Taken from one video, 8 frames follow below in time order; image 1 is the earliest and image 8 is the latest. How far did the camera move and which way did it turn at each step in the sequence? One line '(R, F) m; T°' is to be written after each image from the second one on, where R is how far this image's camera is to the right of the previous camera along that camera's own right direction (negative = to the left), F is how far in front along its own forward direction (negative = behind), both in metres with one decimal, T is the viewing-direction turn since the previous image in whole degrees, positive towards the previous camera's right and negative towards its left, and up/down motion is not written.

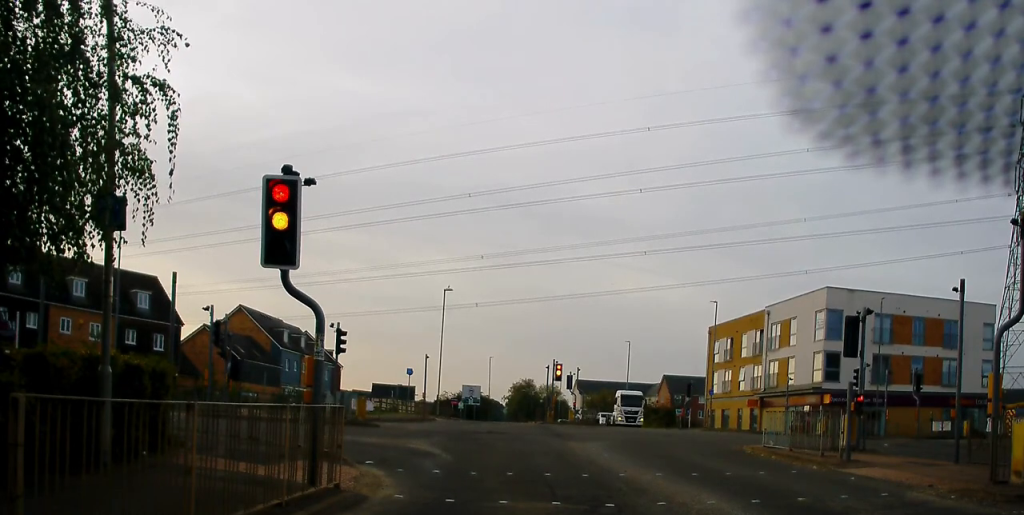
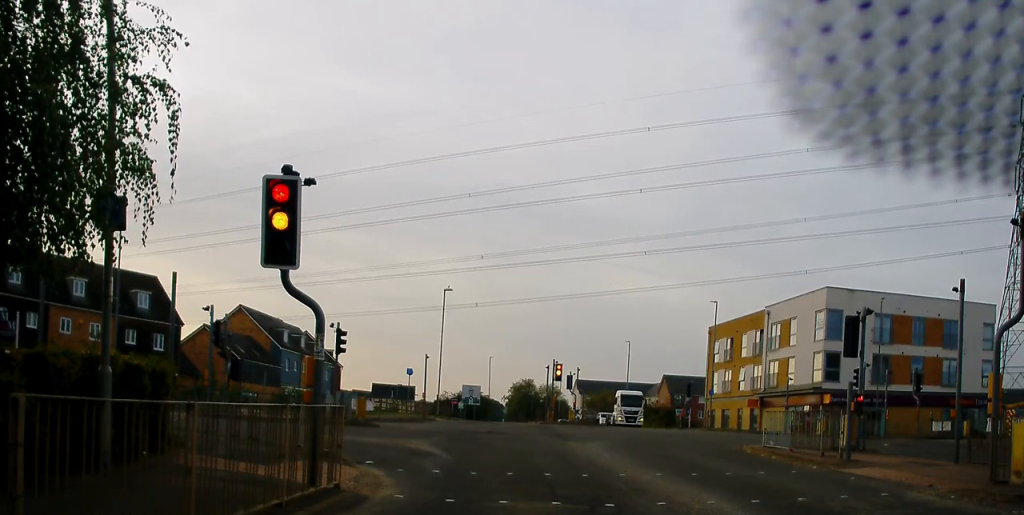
(0.0, 0.0) m; 0°
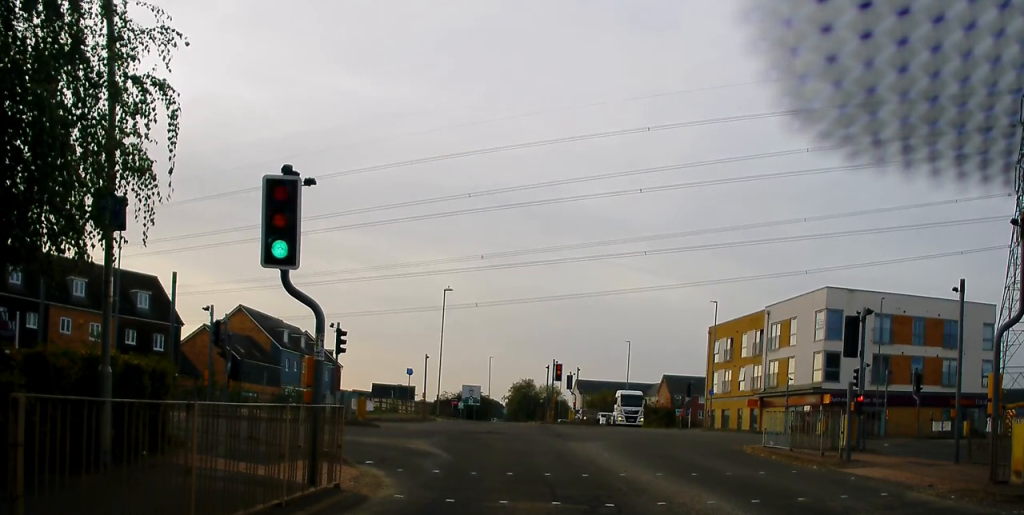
(0.0, 0.0) m; 0°
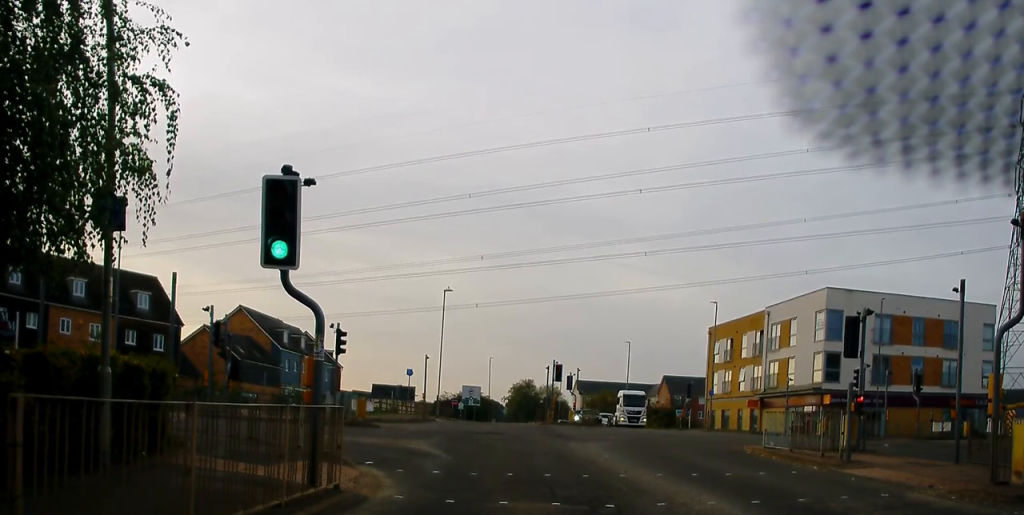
(0.0, +0.1) m; 0°
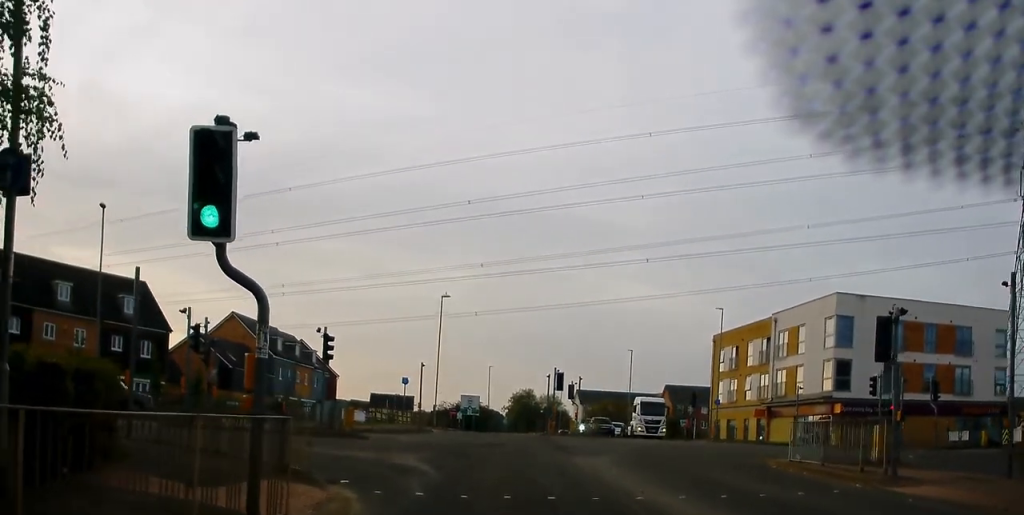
(+0.2, +1.5) m; 0°
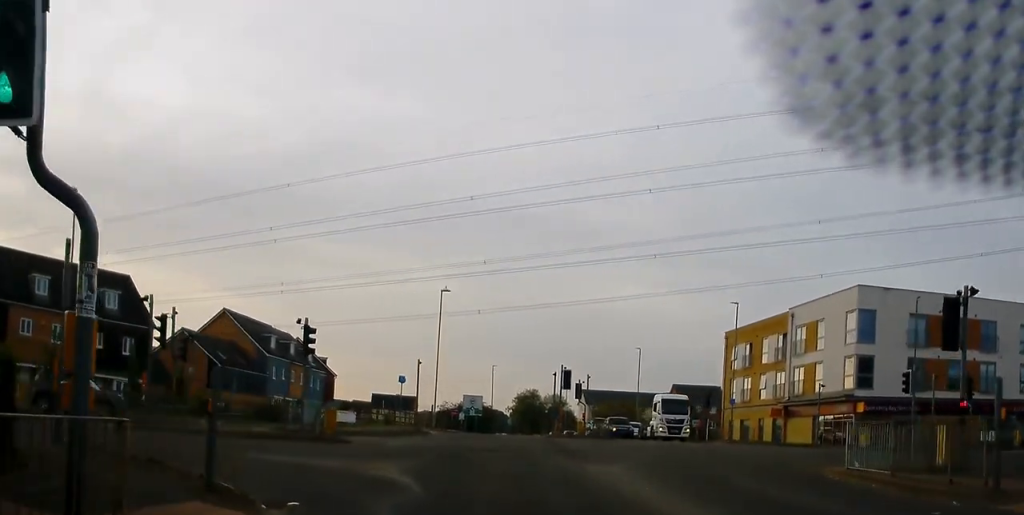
(-0.2, +2.7) m; -3°
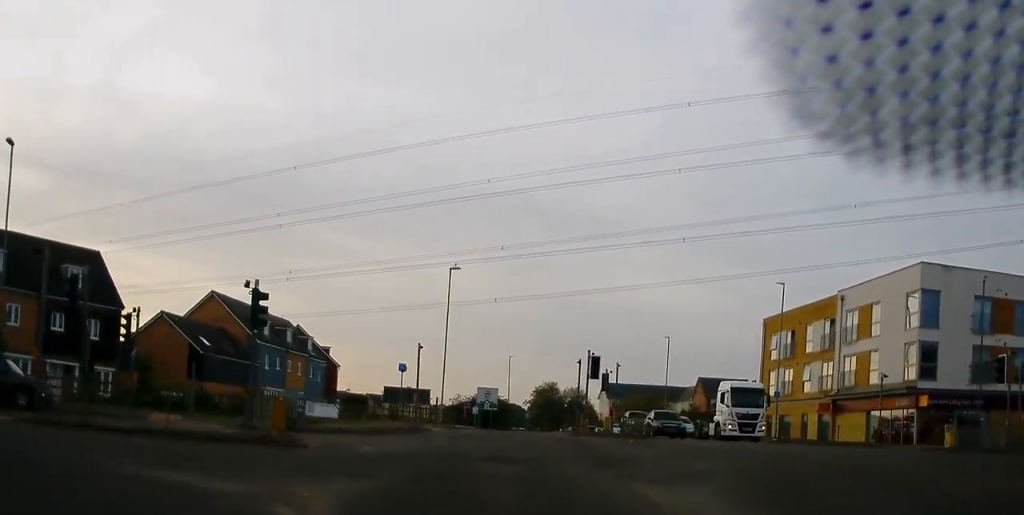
(+0.1, +6.2) m; +2°
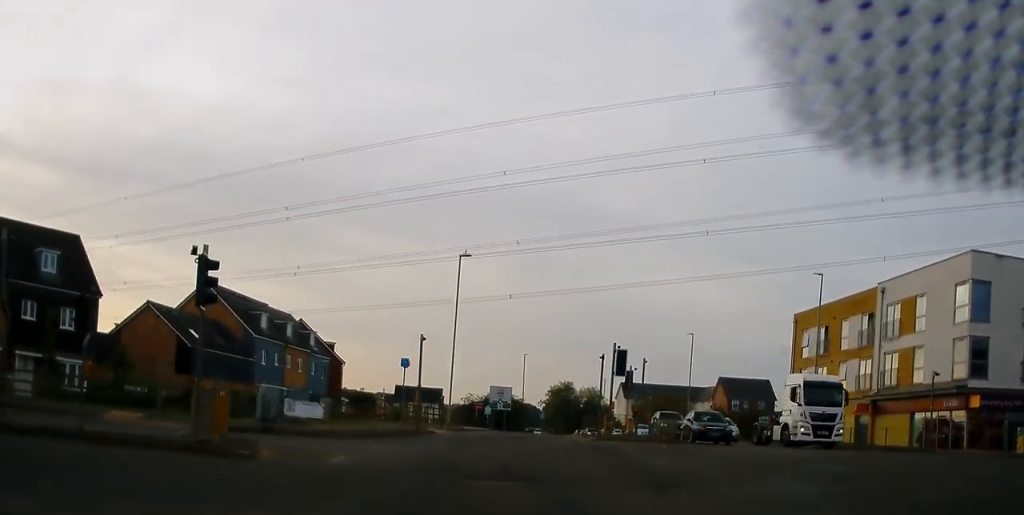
(0.0, +4.2) m; +2°
